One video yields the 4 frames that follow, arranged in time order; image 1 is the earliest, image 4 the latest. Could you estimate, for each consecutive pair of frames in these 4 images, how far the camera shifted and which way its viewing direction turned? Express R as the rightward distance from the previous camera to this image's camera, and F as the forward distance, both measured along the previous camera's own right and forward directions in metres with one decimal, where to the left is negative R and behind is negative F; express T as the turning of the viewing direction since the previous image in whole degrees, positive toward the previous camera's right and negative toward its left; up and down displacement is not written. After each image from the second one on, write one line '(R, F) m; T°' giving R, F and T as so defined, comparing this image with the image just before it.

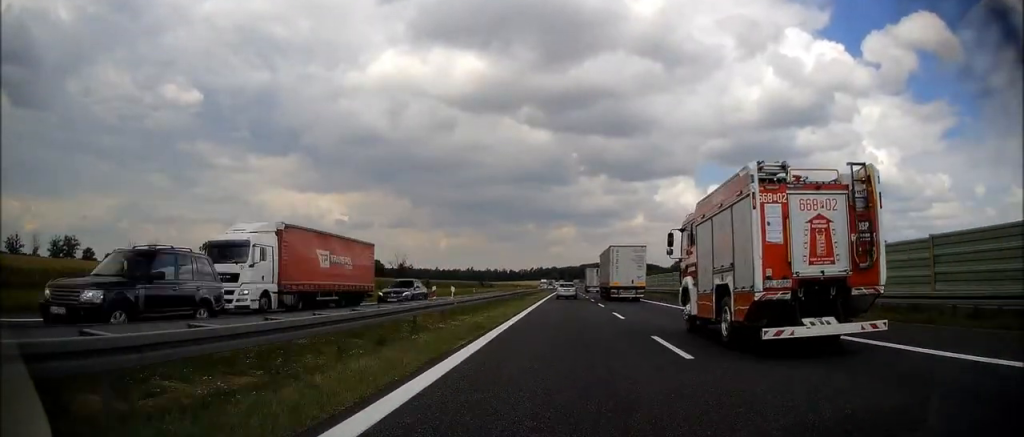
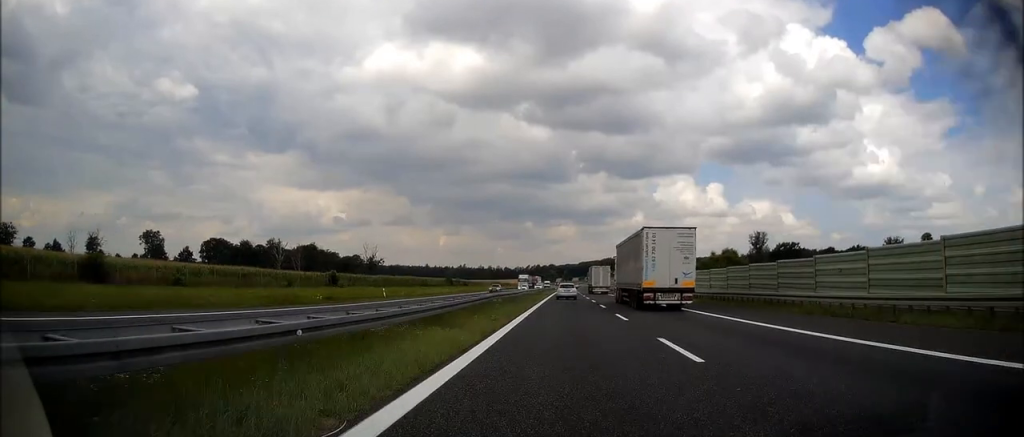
(0.0, +60.7) m; 0°
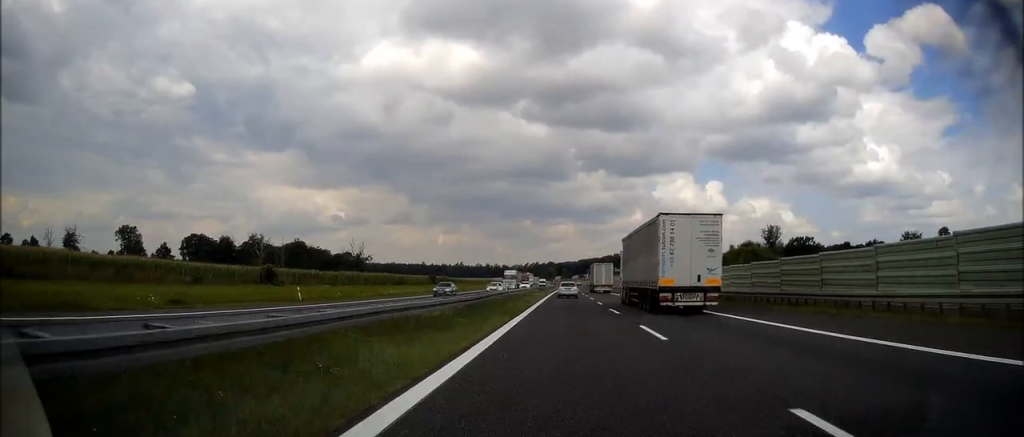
(0.0, +20.6) m; 0°
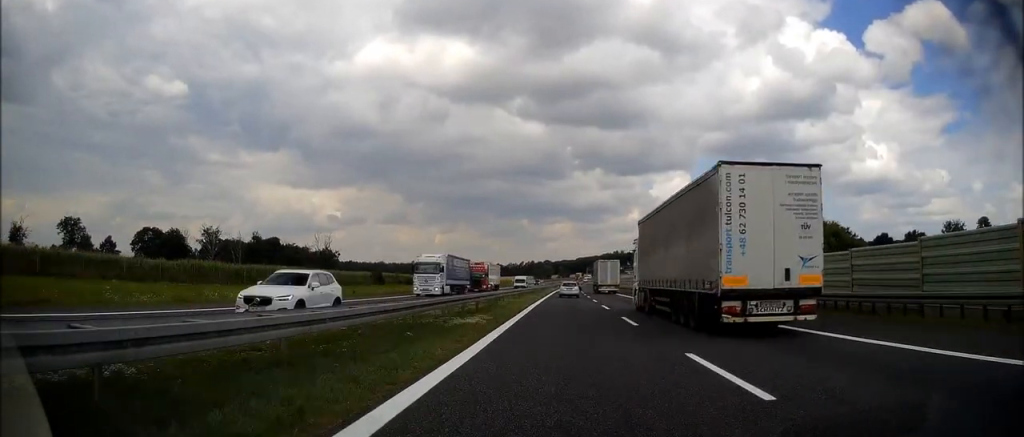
(0.0, +43.3) m; 0°
